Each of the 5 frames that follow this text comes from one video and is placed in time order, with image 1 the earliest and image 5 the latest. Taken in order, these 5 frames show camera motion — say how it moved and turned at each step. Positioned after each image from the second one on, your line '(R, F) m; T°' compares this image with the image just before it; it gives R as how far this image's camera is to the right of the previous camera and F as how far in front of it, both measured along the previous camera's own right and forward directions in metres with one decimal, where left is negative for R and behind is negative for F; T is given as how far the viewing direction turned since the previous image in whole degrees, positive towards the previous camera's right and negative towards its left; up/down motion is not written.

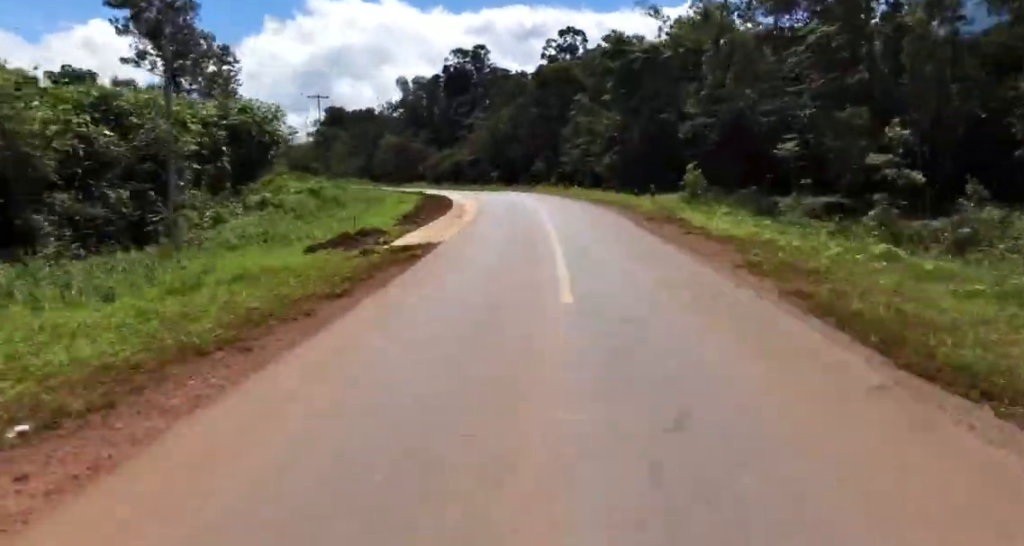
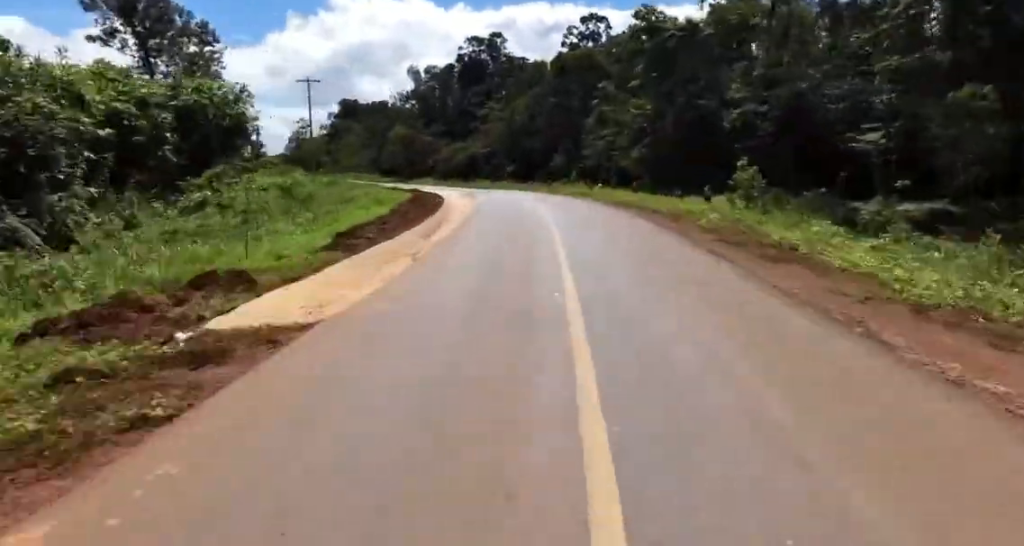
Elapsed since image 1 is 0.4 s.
(-0.5, +8.3) m; -1°
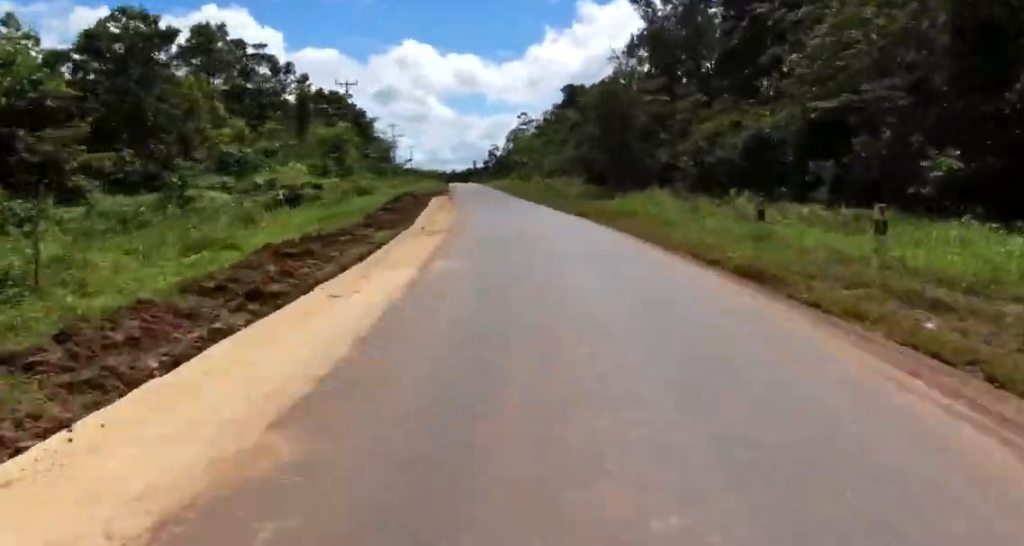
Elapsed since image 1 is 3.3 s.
(-3.9, +56.8) m; -14°
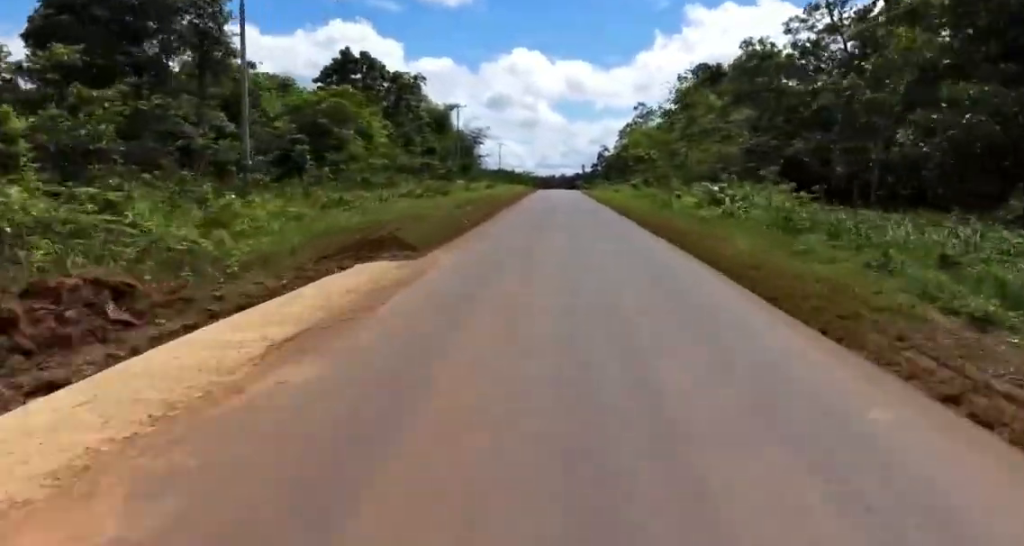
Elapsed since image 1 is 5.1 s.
(-4.3, +37.9) m; -10°
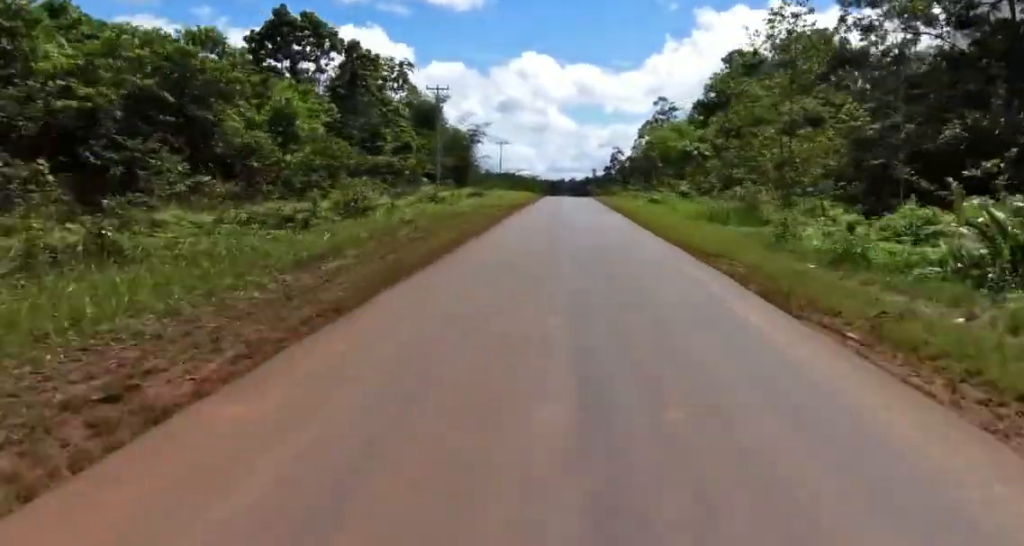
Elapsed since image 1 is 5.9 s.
(-1.1, +18.8) m; -3°
